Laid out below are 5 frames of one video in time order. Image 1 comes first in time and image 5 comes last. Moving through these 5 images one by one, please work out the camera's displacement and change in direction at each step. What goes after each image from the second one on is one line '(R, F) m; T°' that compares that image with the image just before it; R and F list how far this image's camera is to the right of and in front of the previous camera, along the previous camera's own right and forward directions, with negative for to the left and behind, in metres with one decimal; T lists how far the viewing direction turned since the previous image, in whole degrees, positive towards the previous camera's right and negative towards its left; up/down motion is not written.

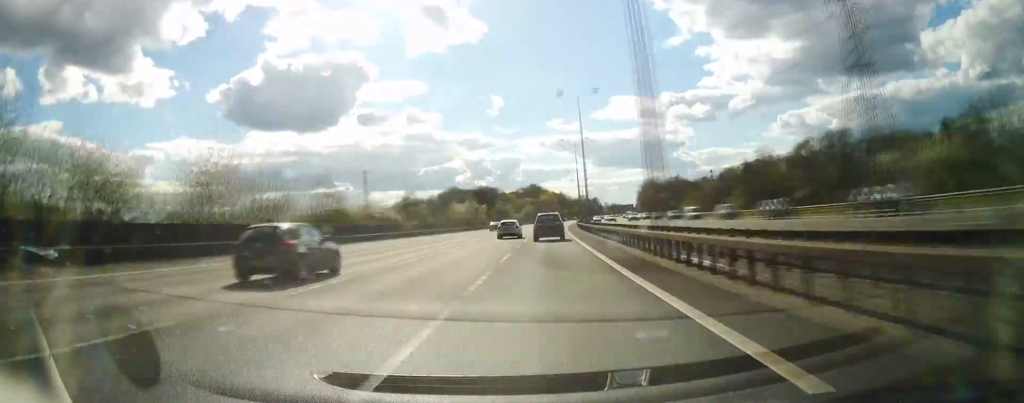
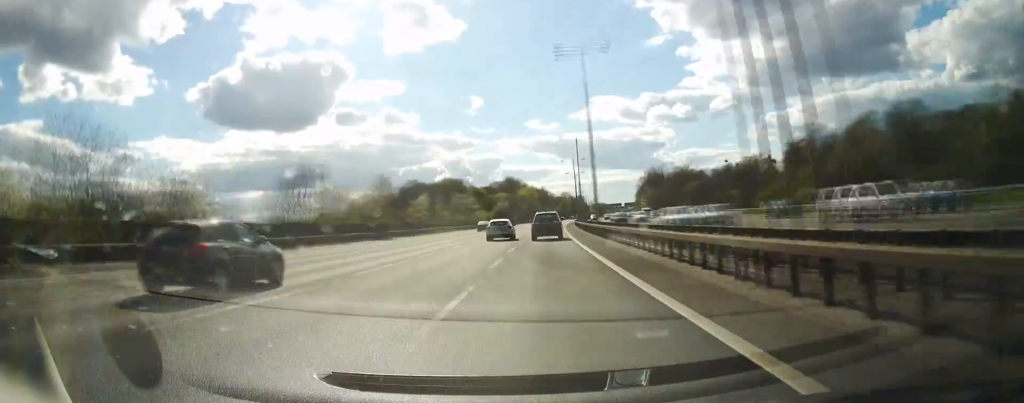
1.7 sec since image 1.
(-0.7, +56.7) m; +1°
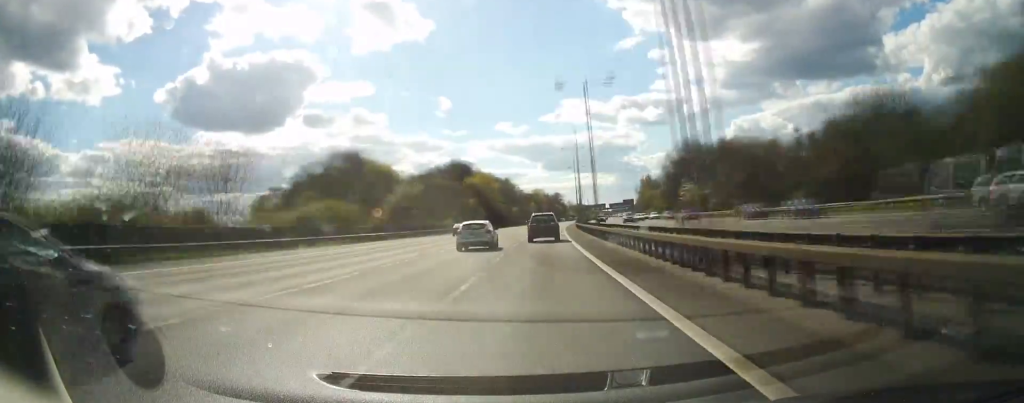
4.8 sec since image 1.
(+2.5, +99.6) m; +3°
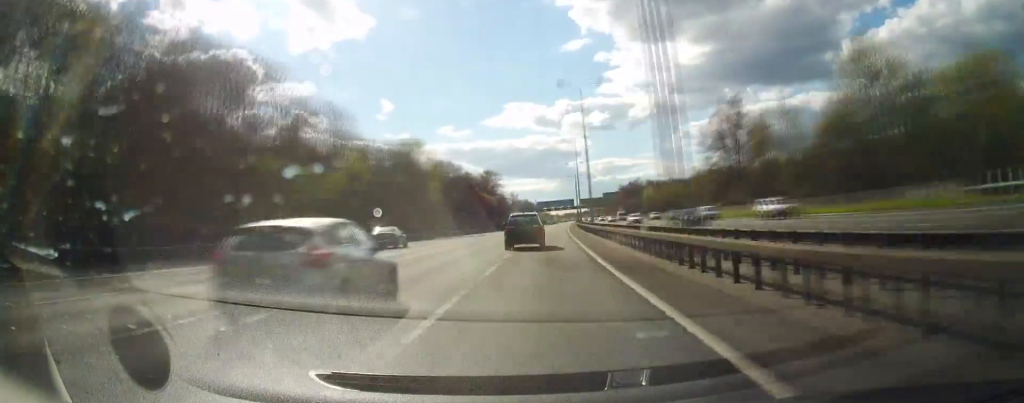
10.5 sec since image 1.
(+11.6, +190.2) m; +5°
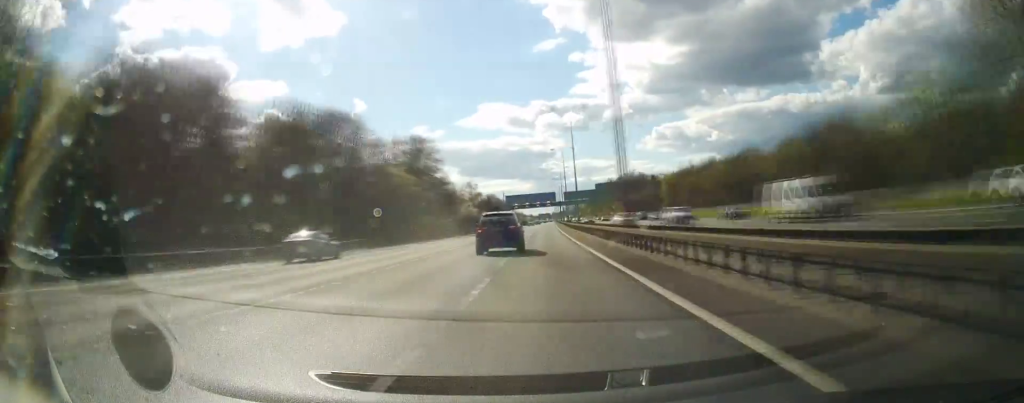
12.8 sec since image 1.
(+0.4, +76.8) m; +1°
